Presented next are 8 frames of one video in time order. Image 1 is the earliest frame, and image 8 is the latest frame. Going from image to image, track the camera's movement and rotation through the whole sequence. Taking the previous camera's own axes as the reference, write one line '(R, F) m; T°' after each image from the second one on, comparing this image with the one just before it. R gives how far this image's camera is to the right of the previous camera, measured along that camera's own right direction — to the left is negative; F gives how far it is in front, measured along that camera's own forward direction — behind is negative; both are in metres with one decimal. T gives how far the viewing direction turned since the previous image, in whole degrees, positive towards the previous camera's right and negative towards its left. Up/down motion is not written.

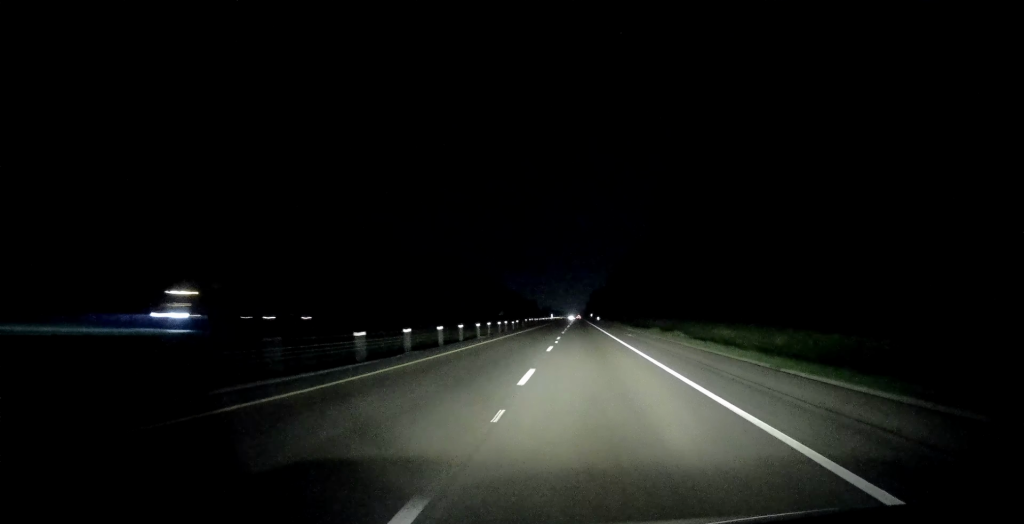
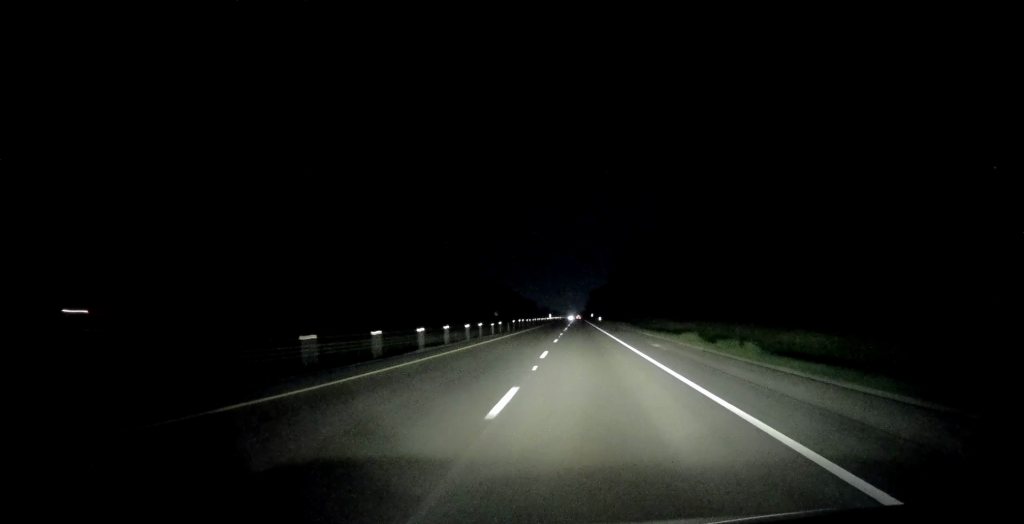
(+0.1, +17.3) m; 0°
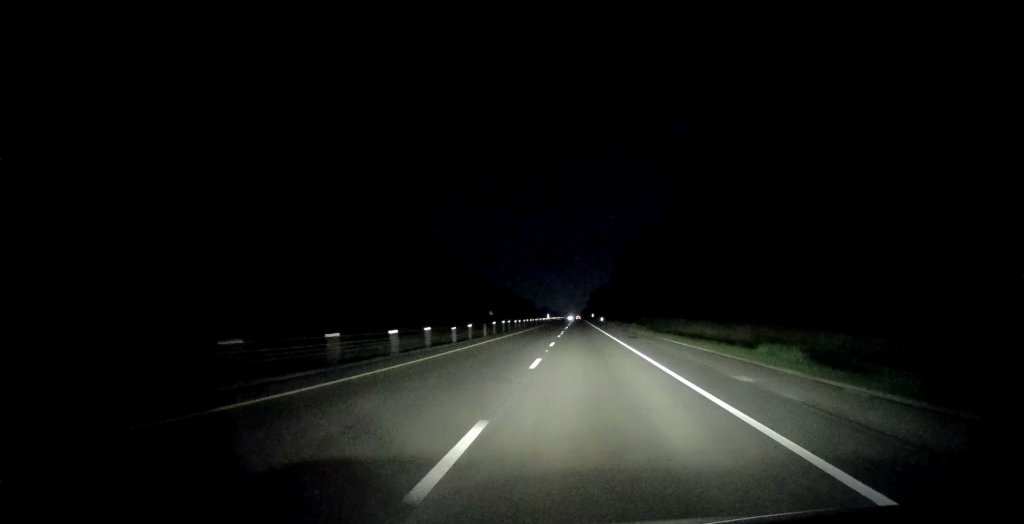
(0.0, +16.1) m; 0°
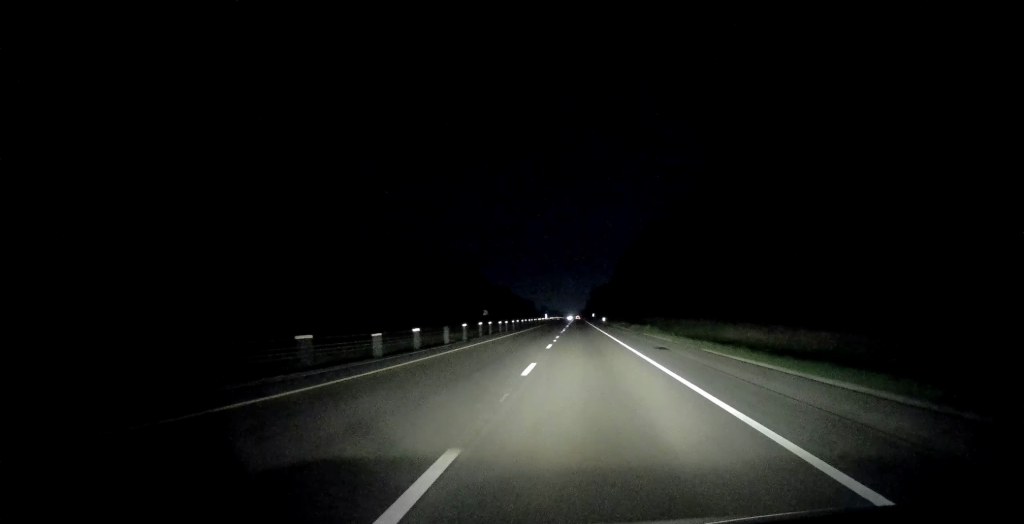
(0.0, +14.0) m; 0°
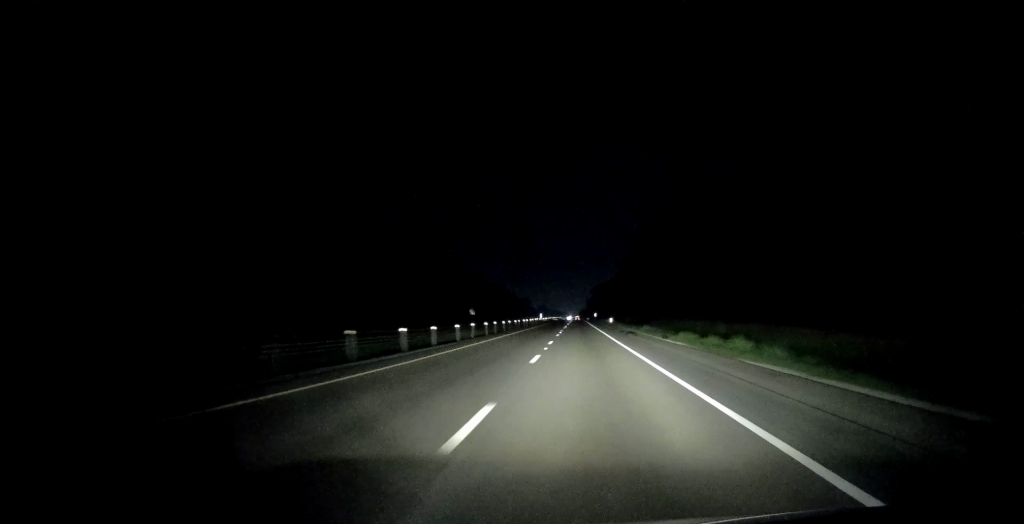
(0.0, +32.4) m; 0°
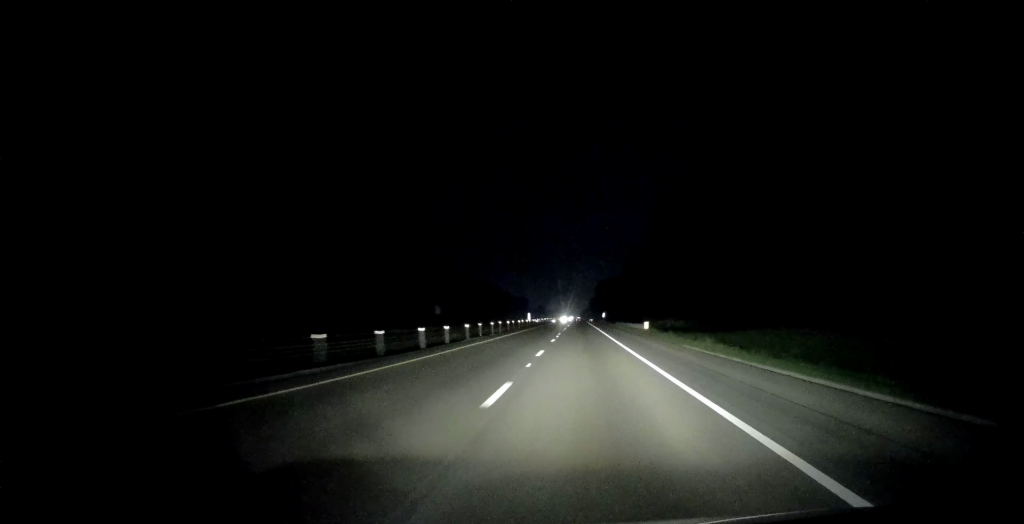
(-0.1, +57.2) m; 0°
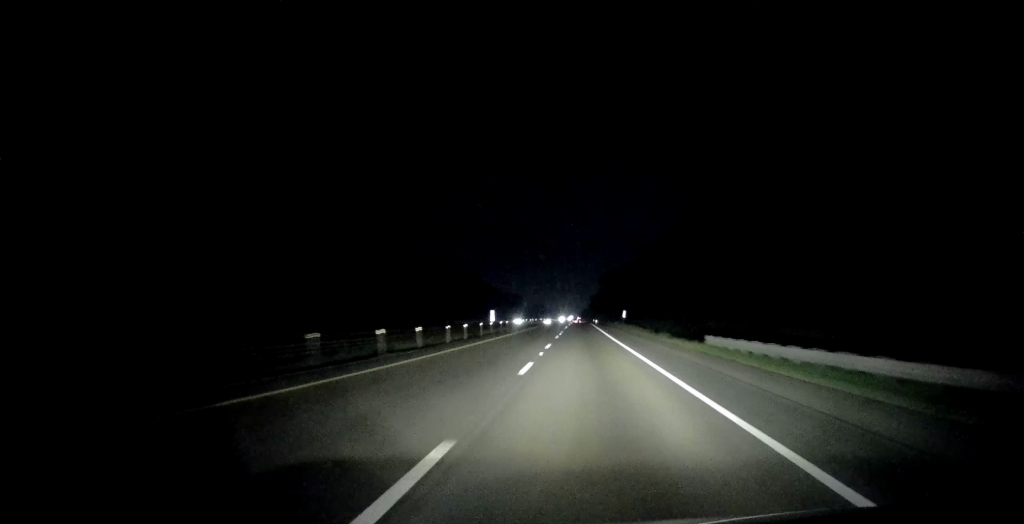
(0.0, +66.8) m; -1°
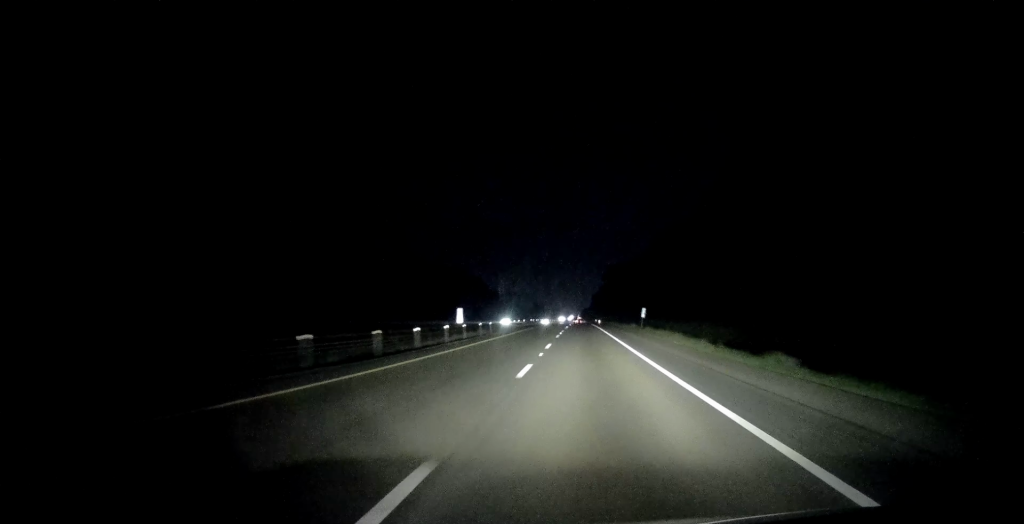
(-0.2, +24.7) m; 0°
